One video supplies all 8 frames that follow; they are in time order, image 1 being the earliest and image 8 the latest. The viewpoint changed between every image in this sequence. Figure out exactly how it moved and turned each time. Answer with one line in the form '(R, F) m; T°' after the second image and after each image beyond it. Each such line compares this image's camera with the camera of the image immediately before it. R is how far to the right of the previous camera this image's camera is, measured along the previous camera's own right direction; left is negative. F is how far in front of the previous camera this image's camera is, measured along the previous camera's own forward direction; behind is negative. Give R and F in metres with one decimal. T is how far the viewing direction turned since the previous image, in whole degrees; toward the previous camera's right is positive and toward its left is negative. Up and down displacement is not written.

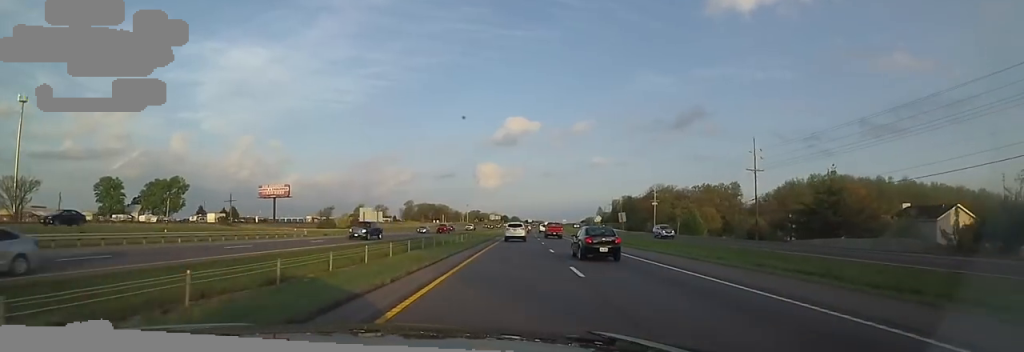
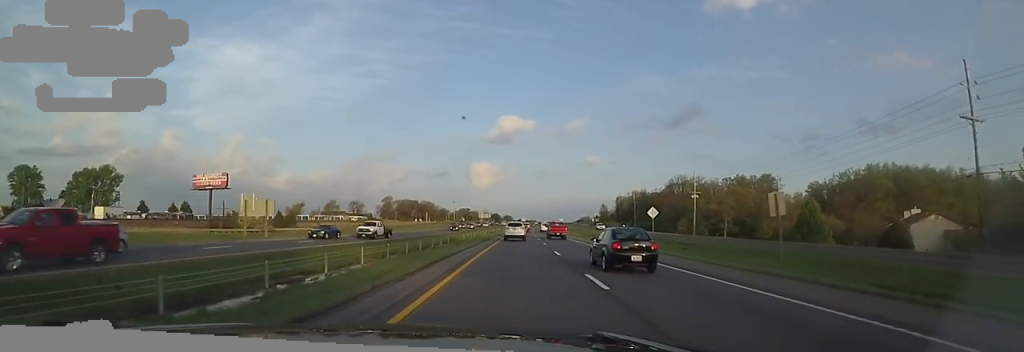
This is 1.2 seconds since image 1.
(-0.7, +37.9) m; 0°
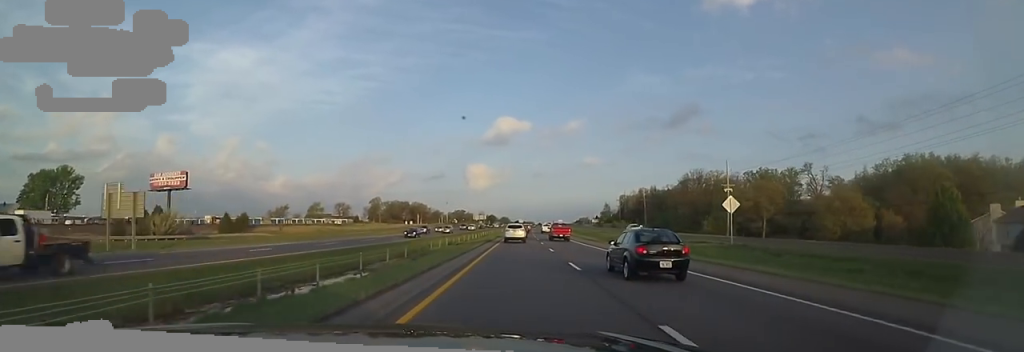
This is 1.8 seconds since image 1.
(+0.5, +19.6) m; +1°
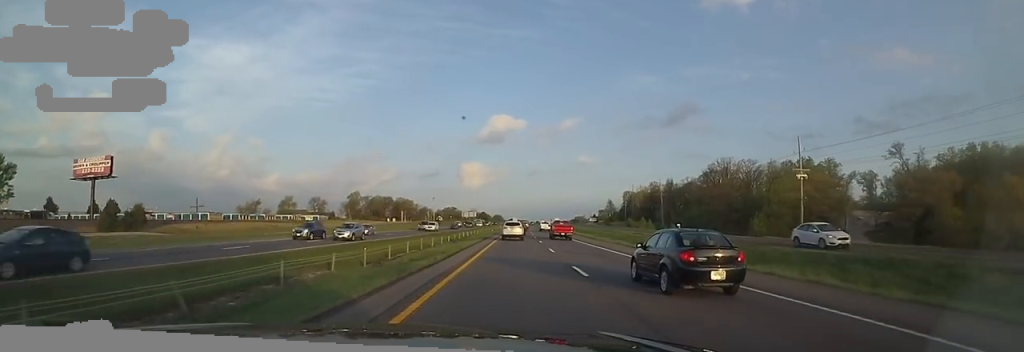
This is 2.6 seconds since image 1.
(+0.2, +27.7) m; +2°
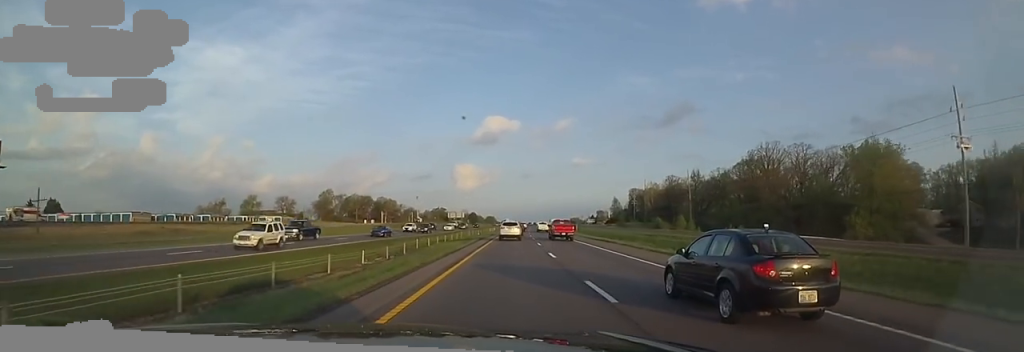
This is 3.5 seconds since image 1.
(+0.4, +30.0) m; +2°
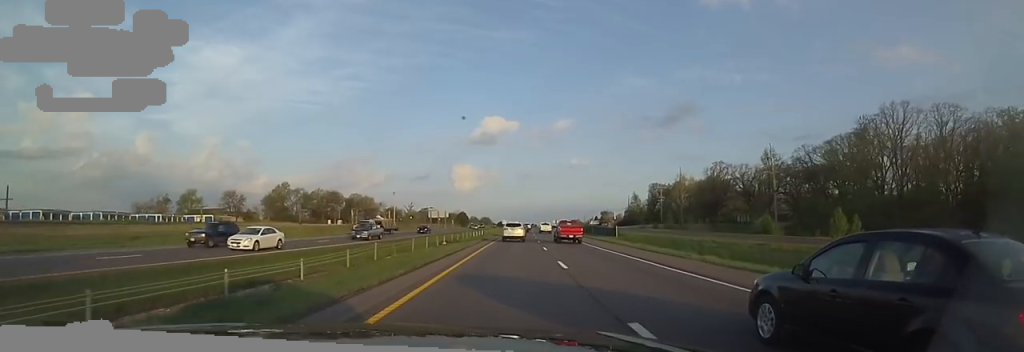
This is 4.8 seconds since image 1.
(+0.4, +42.7) m; -1°
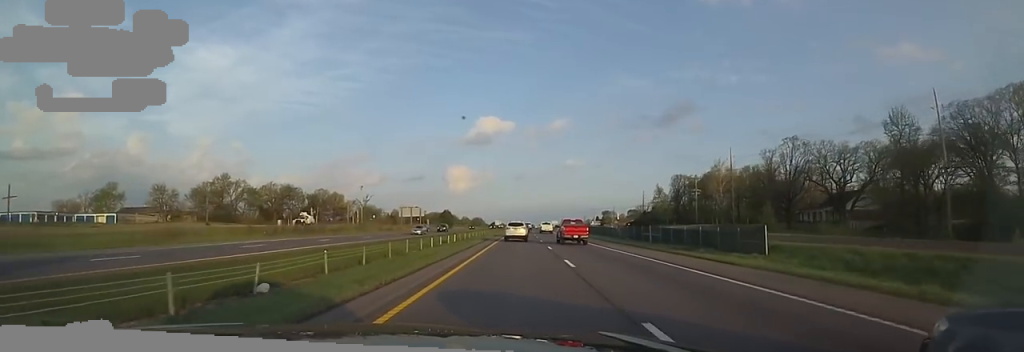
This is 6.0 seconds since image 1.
(-0.6, +37.3) m; -1°
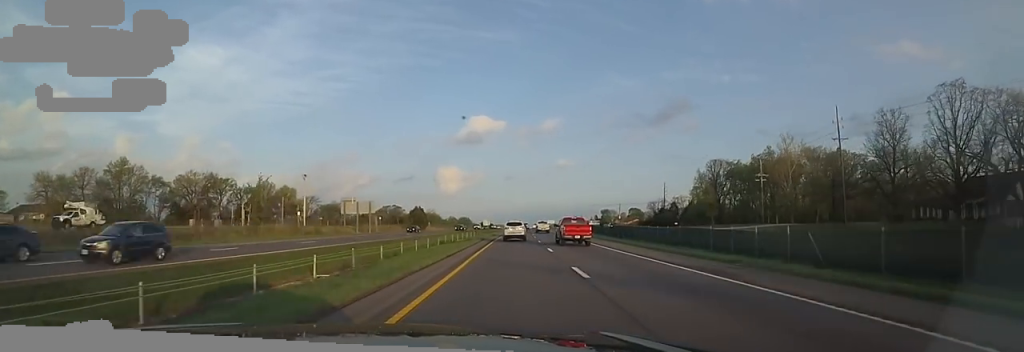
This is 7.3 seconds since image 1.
(+0.5, +39.8) m; +3°
